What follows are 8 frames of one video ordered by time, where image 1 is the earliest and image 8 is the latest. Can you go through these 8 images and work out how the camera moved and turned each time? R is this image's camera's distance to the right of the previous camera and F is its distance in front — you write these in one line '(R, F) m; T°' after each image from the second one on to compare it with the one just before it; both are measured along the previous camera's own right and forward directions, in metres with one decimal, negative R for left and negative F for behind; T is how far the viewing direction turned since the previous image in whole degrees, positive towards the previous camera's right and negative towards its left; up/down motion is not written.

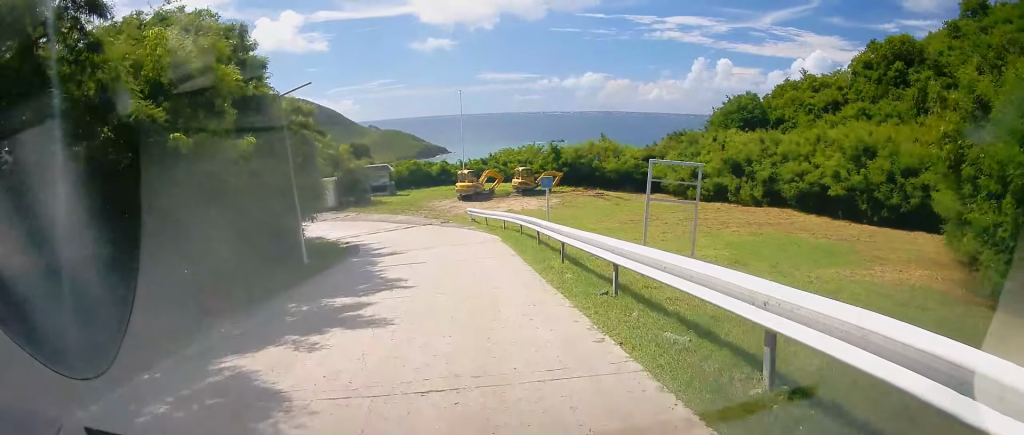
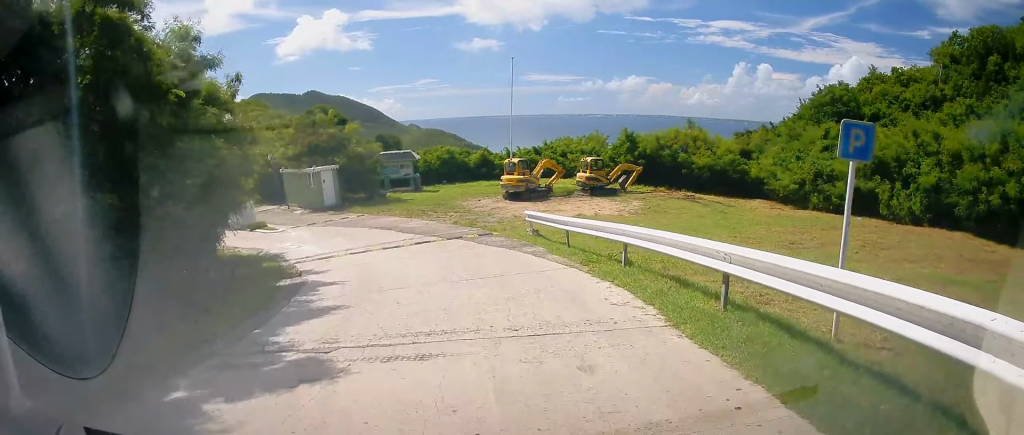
(-0.9, +13.4) m; -2°
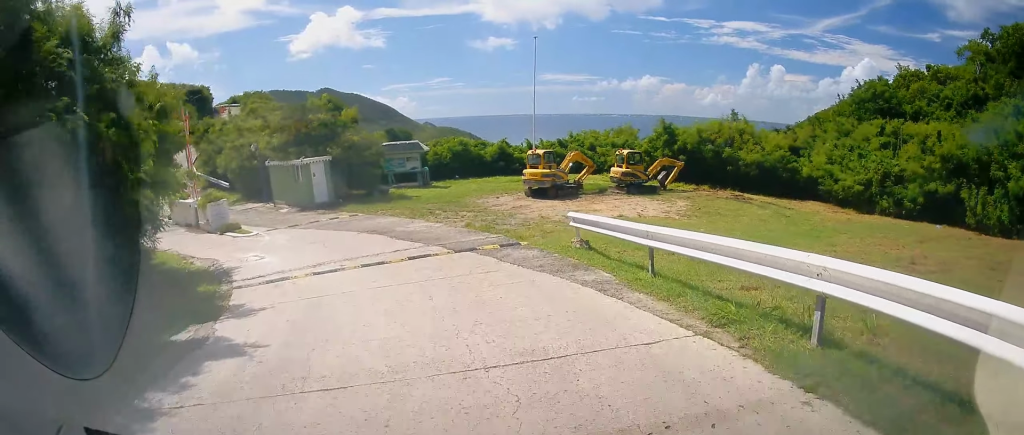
(+0.1, +5.8) m; -1°
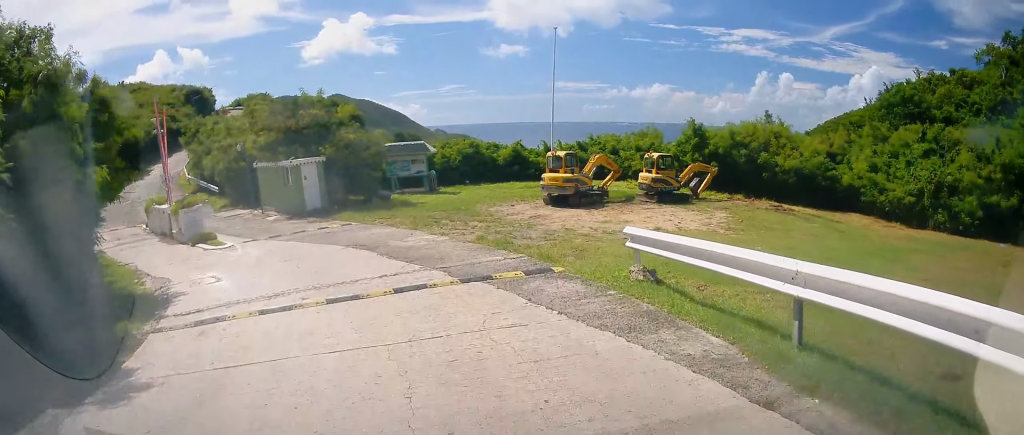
(-0.1, +4.1) m; -3°
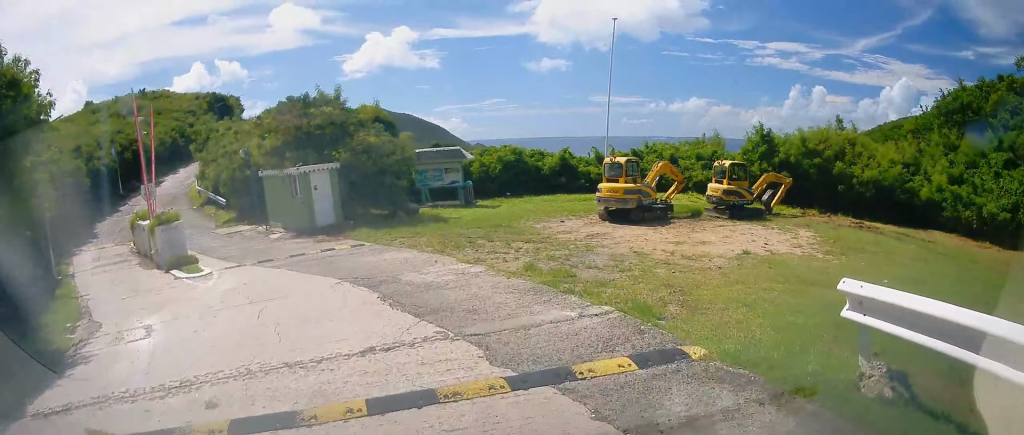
(-0.2, +5.0) m; -5°
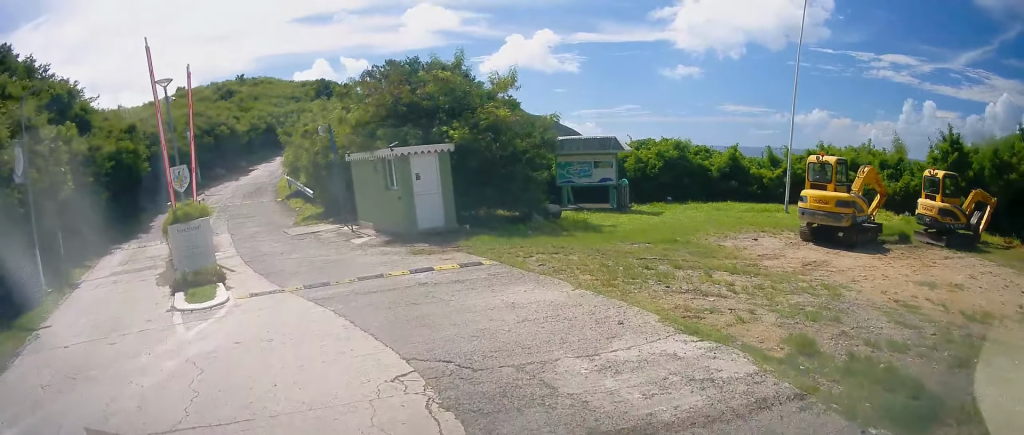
(-0.9, +7.2) m; -16°
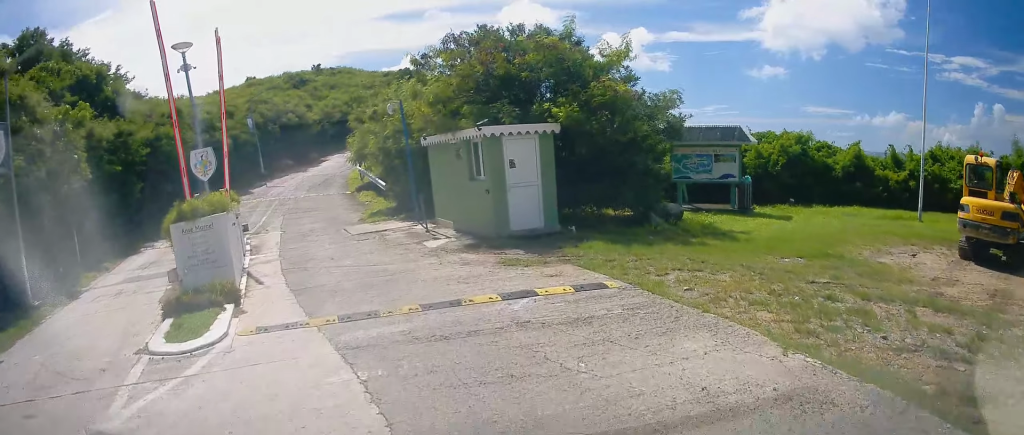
(-0.3, +3.6) m; -5°
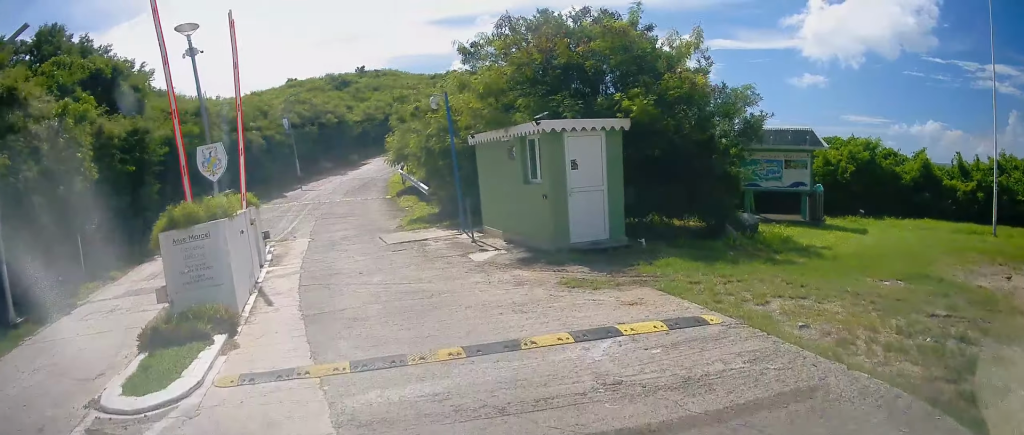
(0.0, +2.0) m; 0°
